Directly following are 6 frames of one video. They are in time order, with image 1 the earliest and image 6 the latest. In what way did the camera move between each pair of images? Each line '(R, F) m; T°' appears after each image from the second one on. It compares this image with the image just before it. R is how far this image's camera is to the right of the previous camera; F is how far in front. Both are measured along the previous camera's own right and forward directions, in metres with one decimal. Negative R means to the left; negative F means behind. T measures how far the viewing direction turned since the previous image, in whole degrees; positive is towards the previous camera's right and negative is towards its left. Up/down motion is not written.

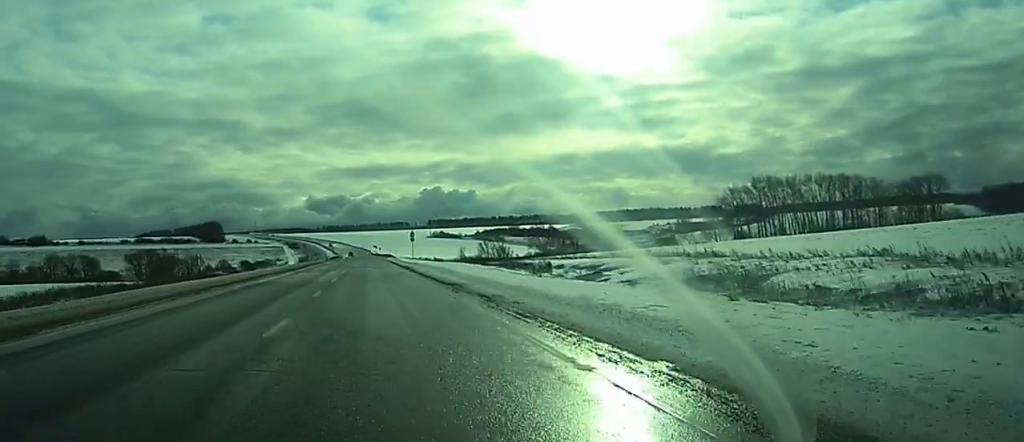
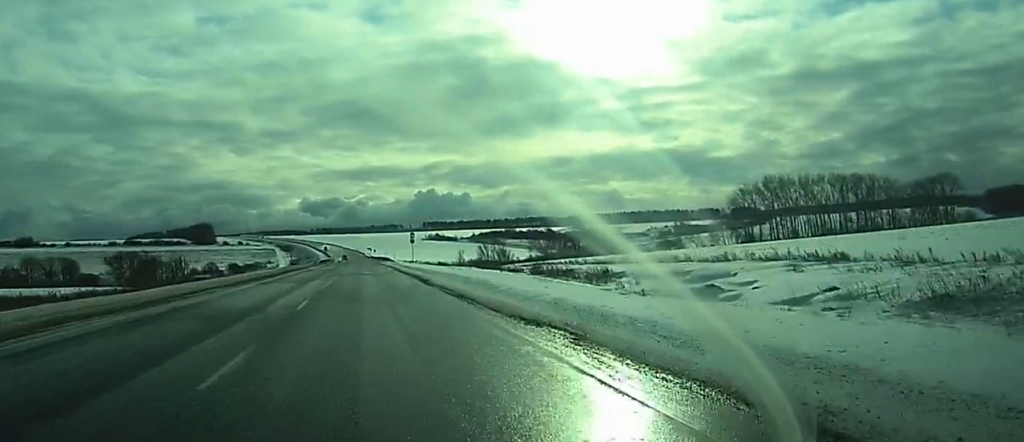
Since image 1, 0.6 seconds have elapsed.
(0.0, +16.8) m; 0°
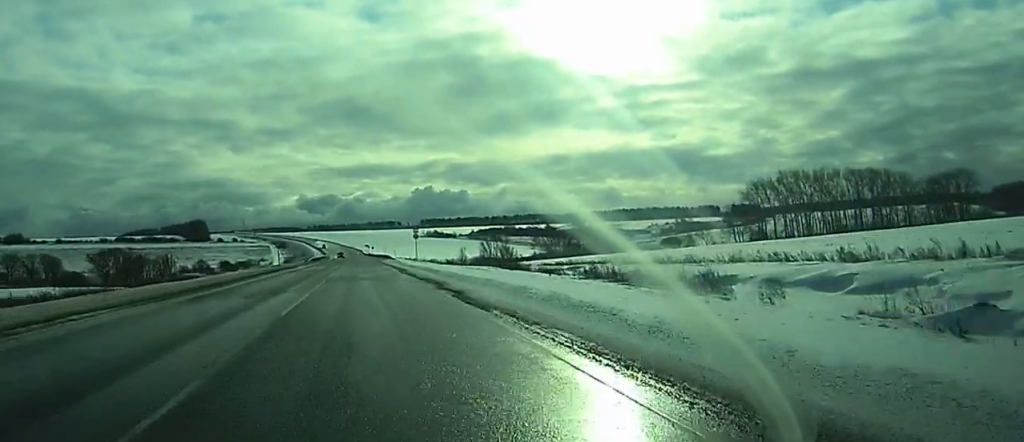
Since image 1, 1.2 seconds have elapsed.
(0.0, +15.1) m; 0°
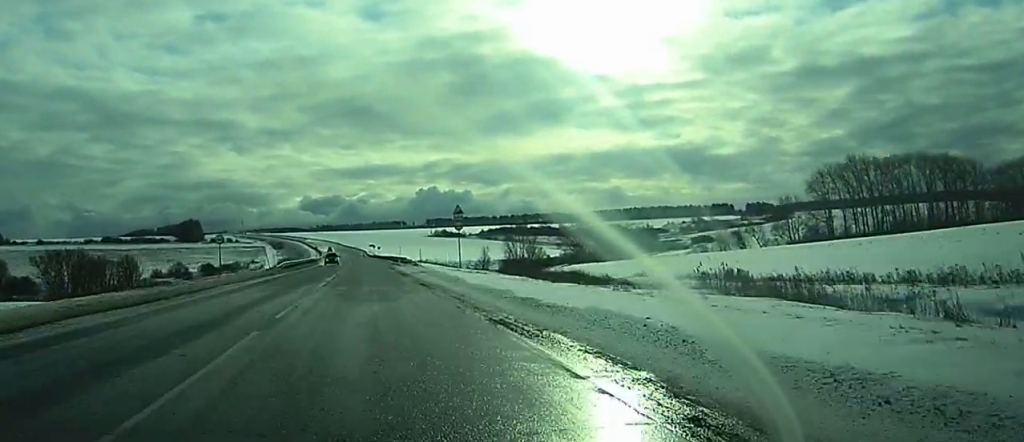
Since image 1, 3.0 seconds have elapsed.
(+0.1, +49.0) m; 0°
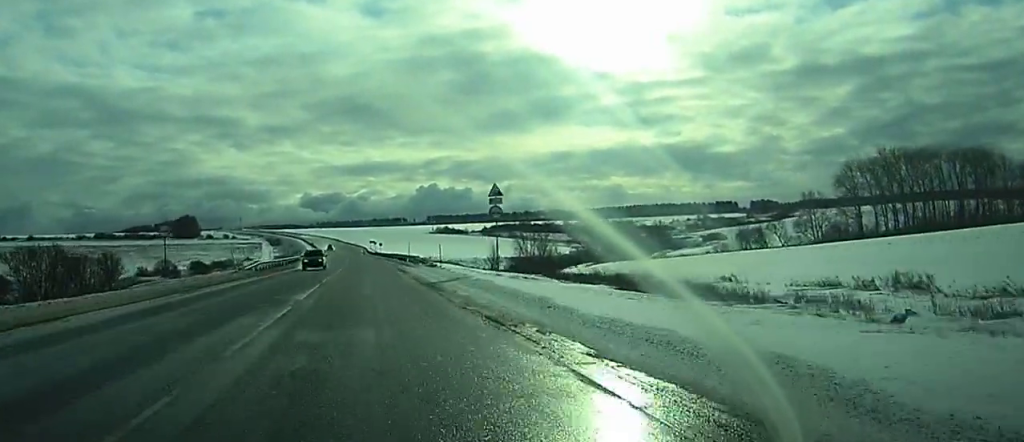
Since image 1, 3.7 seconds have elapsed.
(0.0, +18.6) m; 0°
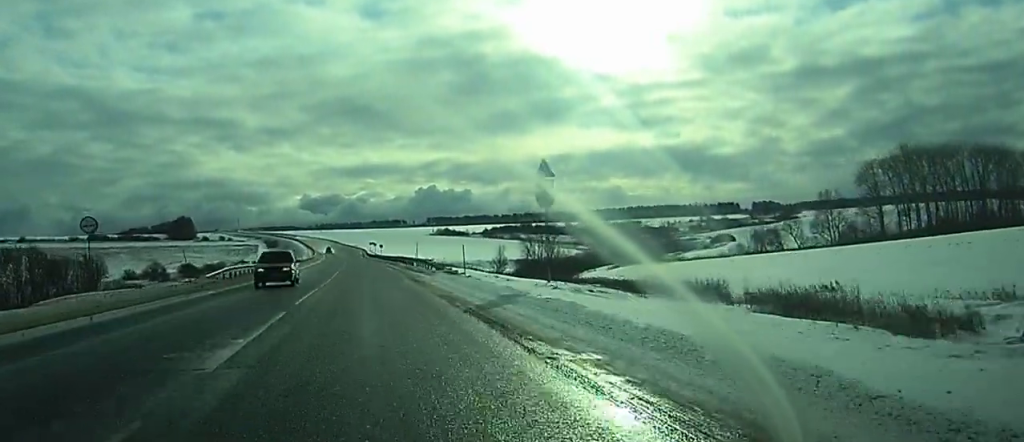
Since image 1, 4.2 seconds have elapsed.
(0.0, +13.3) m; 0°
